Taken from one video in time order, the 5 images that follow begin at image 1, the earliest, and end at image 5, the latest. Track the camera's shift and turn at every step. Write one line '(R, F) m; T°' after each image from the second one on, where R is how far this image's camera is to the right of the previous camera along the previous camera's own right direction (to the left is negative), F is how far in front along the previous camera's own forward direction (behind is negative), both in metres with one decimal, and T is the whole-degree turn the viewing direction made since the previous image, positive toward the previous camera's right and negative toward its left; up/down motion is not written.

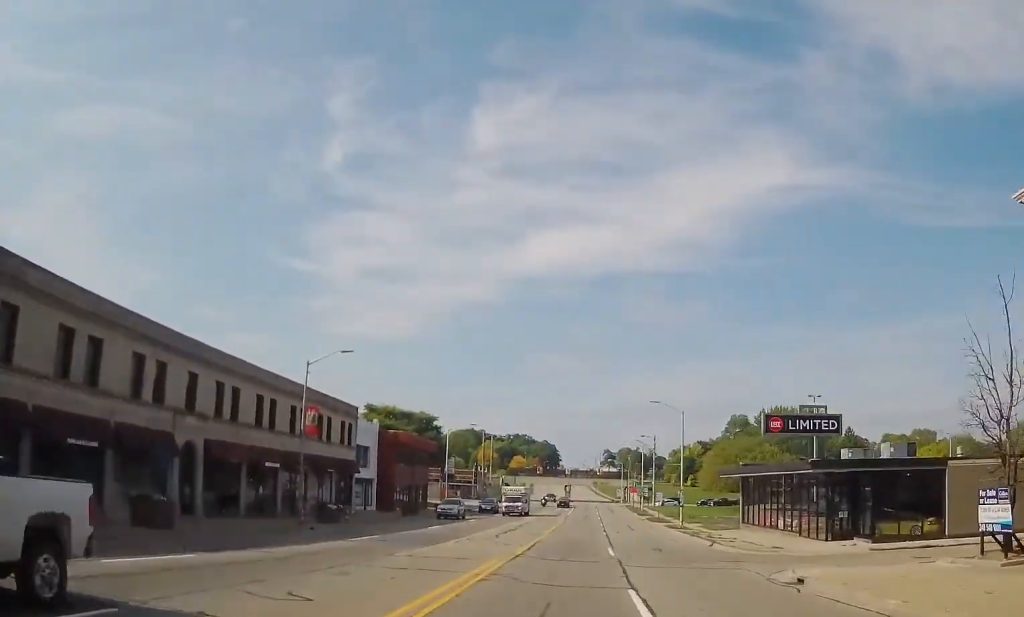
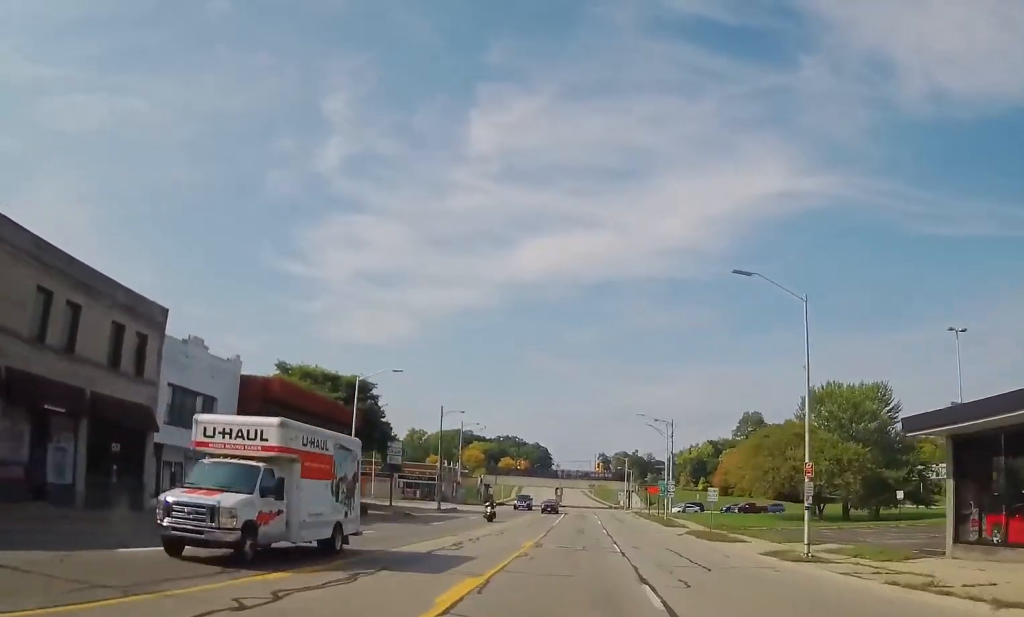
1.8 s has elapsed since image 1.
(+0.8, +30.2) m; +2°
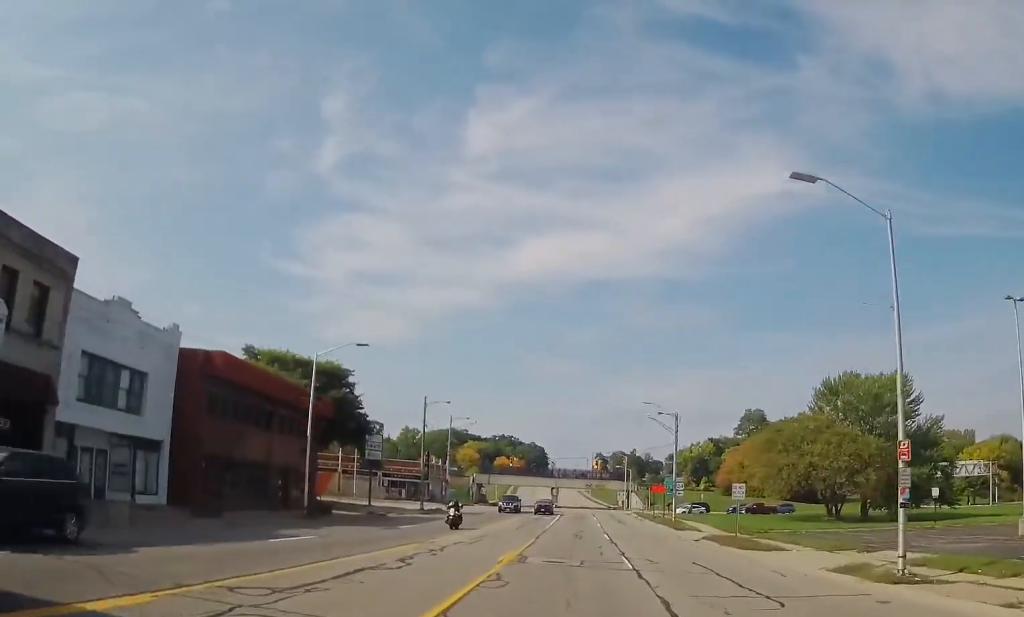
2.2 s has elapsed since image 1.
(0.0, +7.1) m; 0°
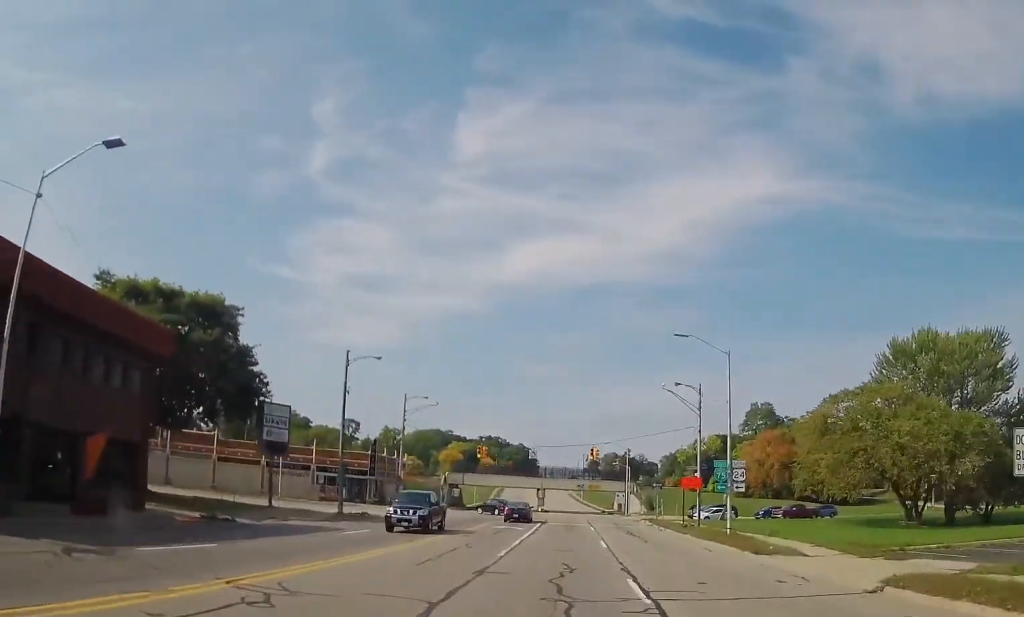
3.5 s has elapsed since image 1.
(0.0, +22.7) m; +1°
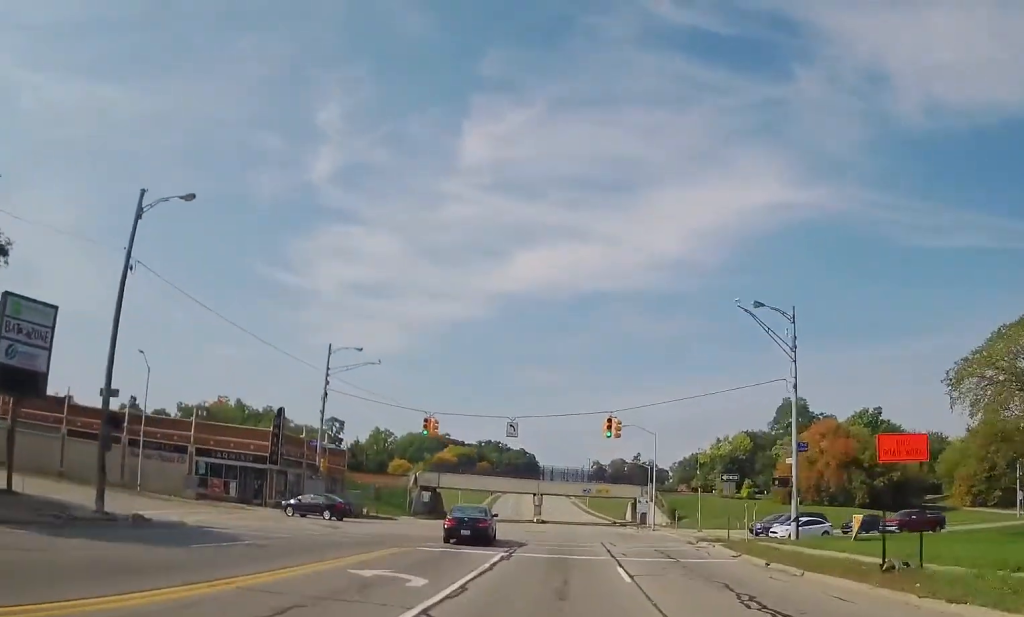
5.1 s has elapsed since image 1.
(+0.4, +27.6) m; -1°
